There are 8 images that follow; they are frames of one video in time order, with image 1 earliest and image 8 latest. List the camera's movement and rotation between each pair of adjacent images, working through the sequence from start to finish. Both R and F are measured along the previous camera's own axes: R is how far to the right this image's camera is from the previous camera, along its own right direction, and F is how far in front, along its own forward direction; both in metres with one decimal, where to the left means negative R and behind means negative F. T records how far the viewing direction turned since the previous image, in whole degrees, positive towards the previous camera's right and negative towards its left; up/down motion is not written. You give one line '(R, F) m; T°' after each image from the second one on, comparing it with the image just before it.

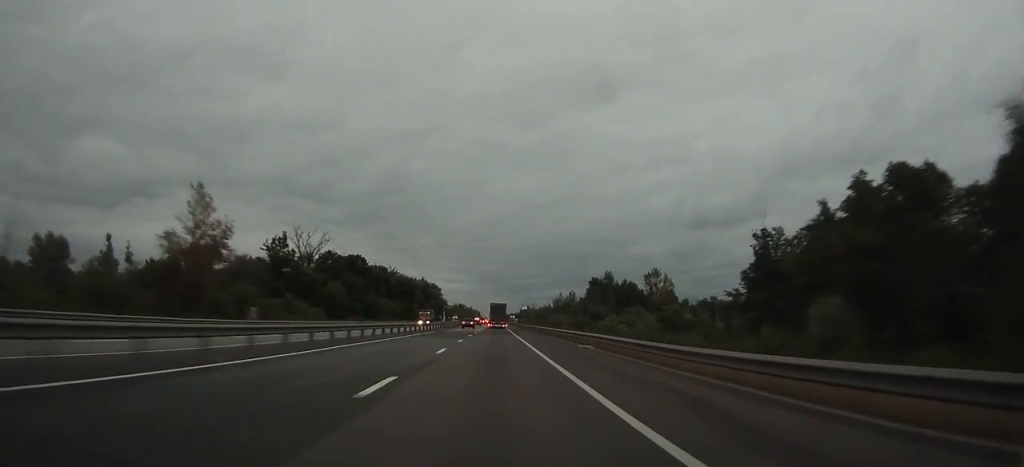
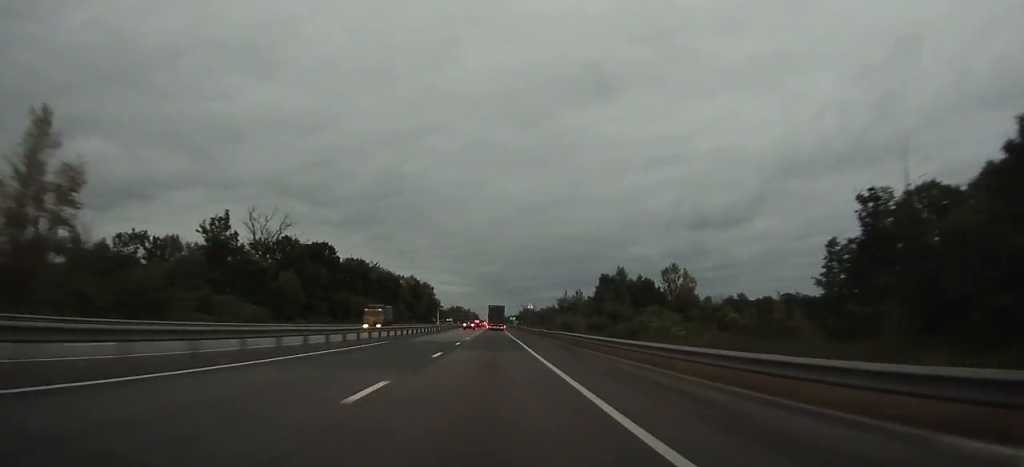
(0.0, +24.5) m; 0°
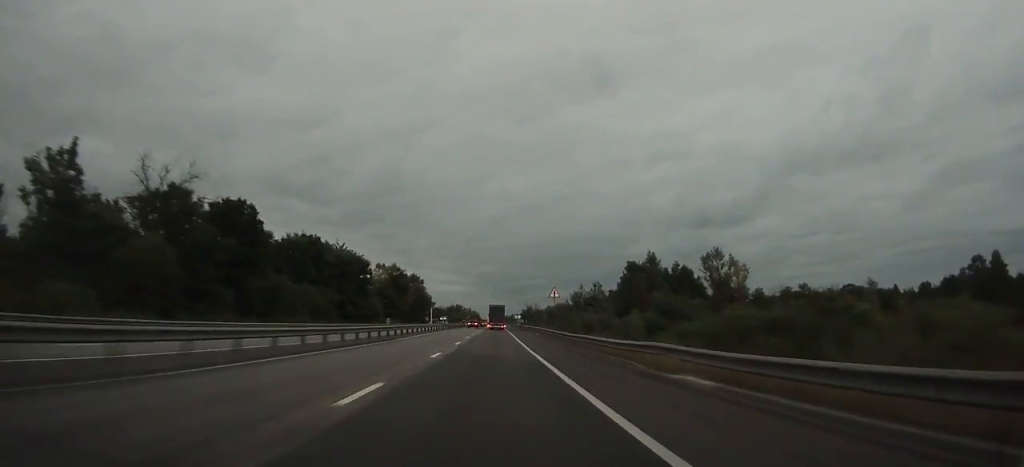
(+0.1, +36.6) m; 0°
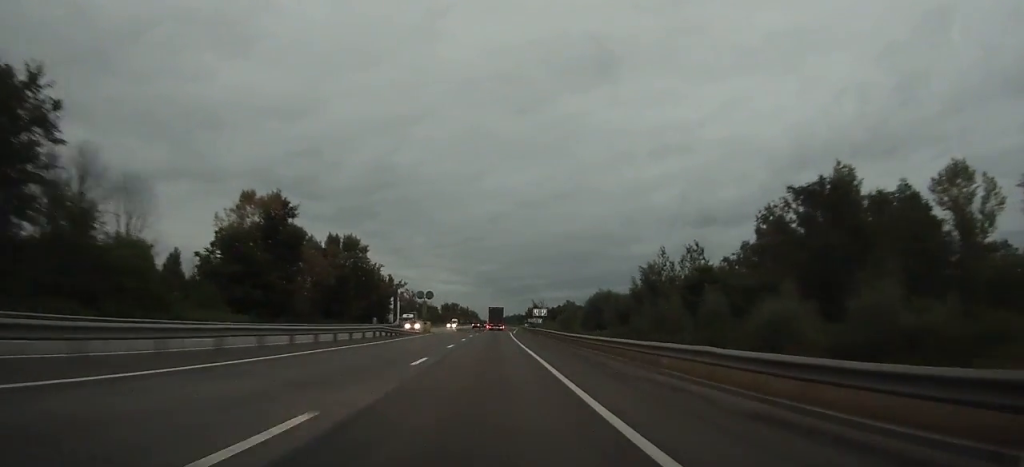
(-0.3, +88.8) m; 0°
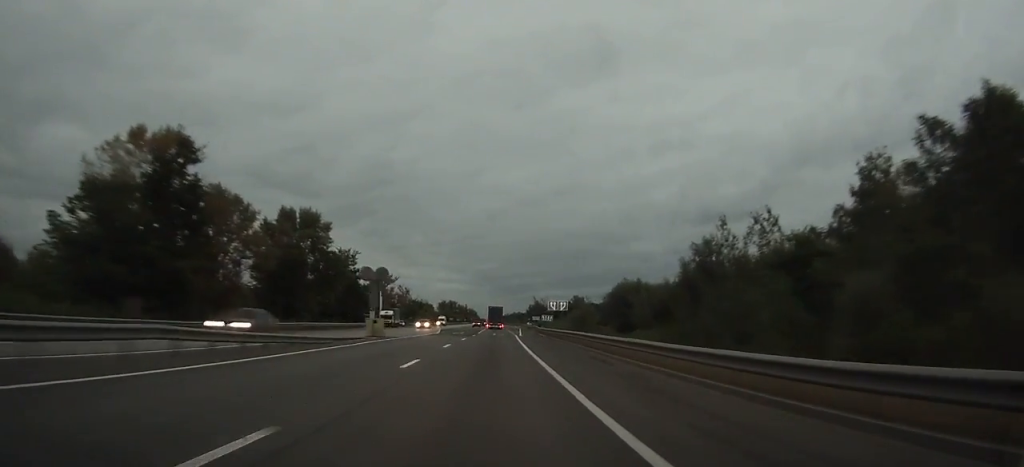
(-0.1, +25.3) m; 0°
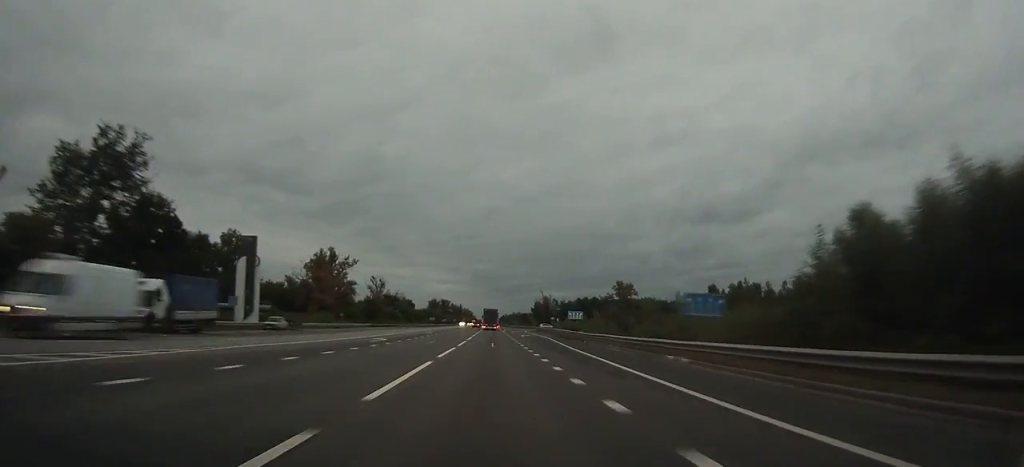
(+0.1, +77.3) m; 0°
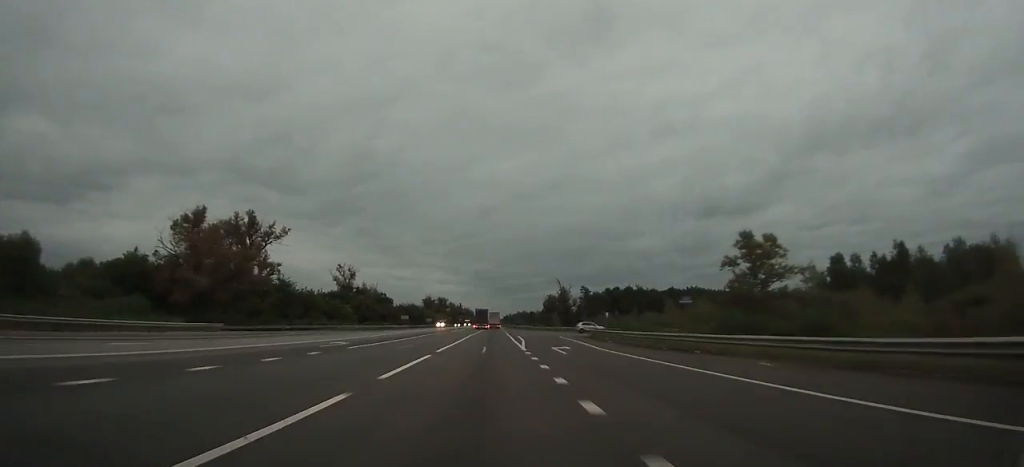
(+0.1, +68.4) m; 0°
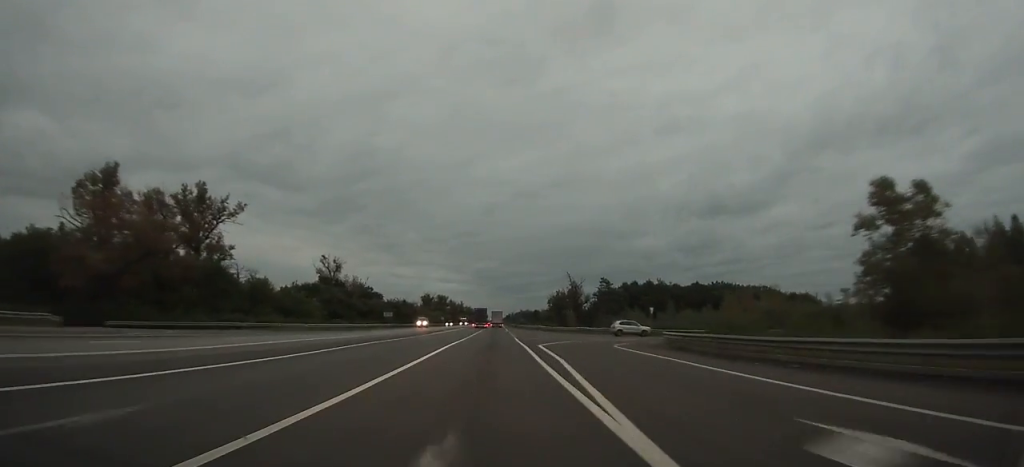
(0.0, +25.3) m; 0°
